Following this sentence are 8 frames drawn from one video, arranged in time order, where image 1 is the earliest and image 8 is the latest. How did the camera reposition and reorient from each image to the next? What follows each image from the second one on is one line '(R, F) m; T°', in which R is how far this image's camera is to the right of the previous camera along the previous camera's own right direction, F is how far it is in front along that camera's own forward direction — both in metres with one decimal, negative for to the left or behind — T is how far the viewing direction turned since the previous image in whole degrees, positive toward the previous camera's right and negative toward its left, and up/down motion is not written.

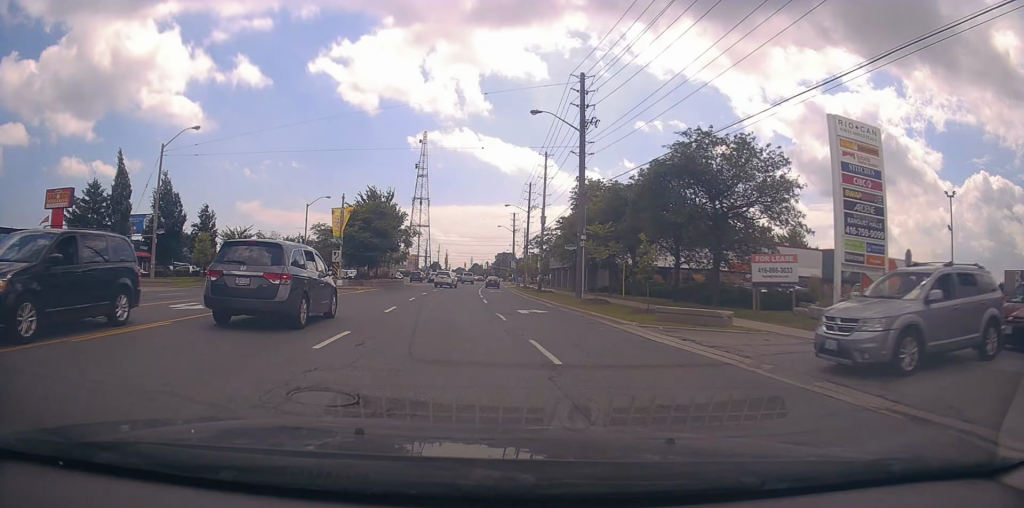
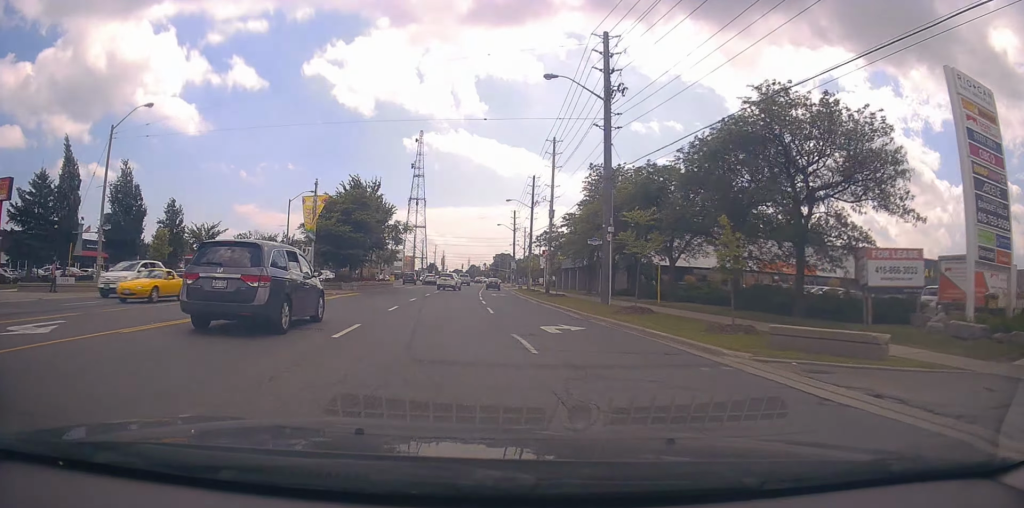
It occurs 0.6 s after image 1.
(-0.3, +7.3) m; 0°
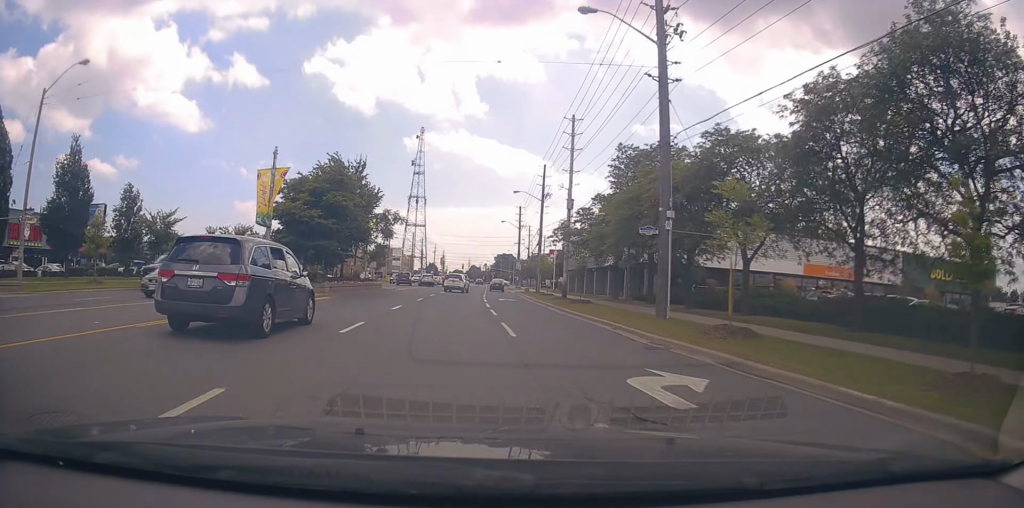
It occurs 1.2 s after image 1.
(+0.2, +8.2) m; +2°
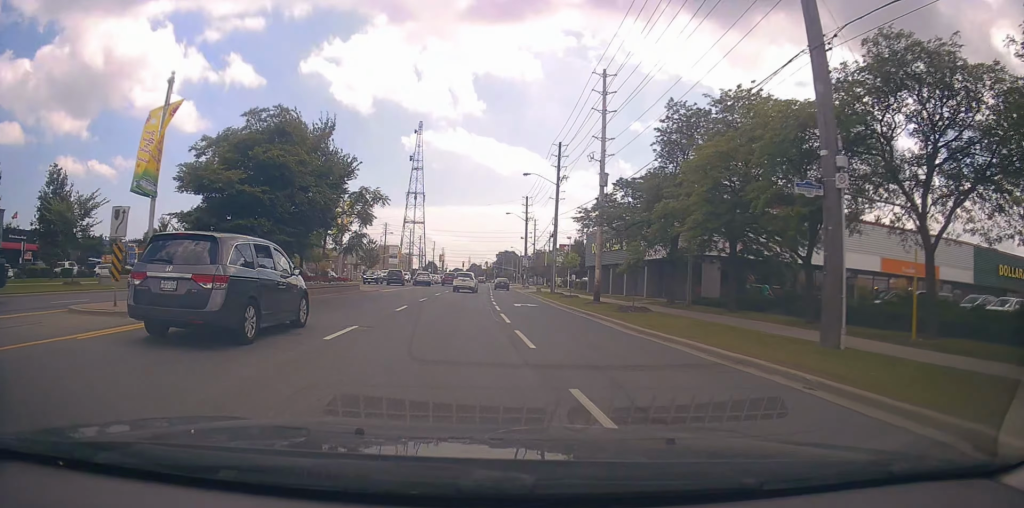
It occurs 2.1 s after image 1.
(+0.2, +10.4) m; +2°
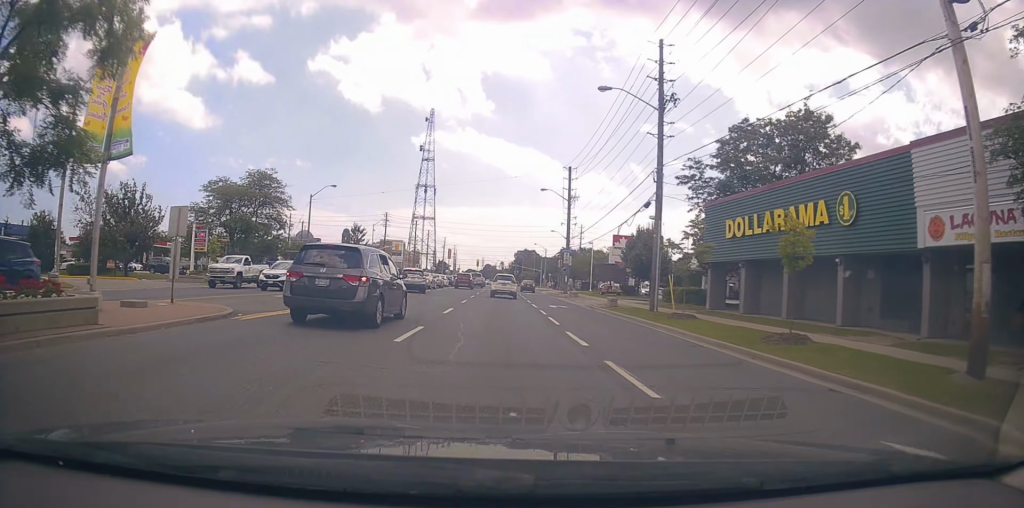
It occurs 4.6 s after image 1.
(-0.7, +27.9) m; -4°
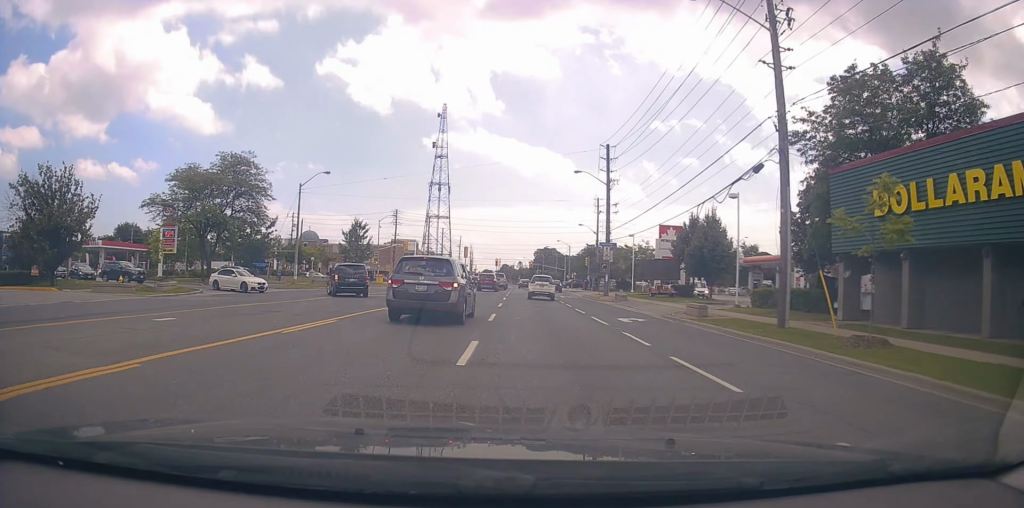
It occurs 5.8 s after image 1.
(+0.2, +11.4) m; +1°
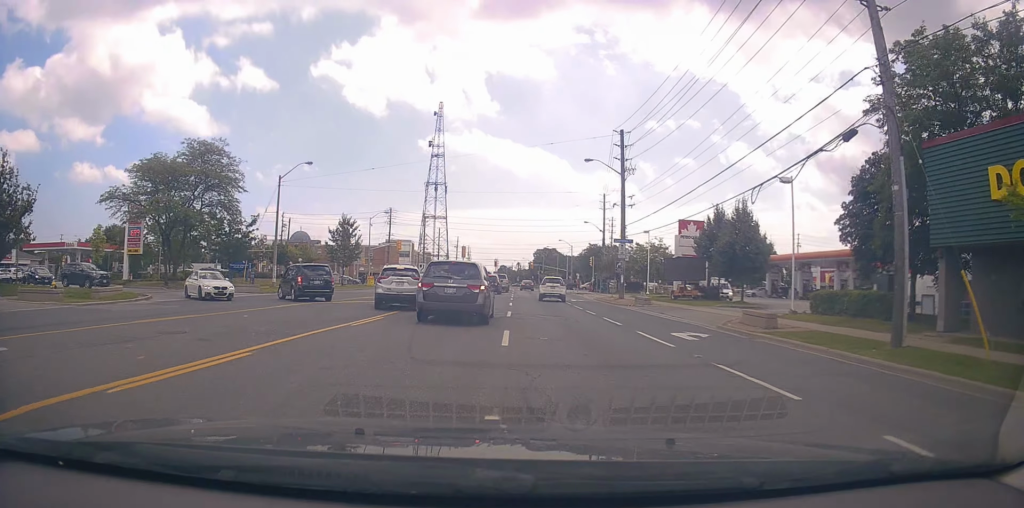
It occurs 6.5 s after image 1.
(+0.1, +6.3) m; -2°
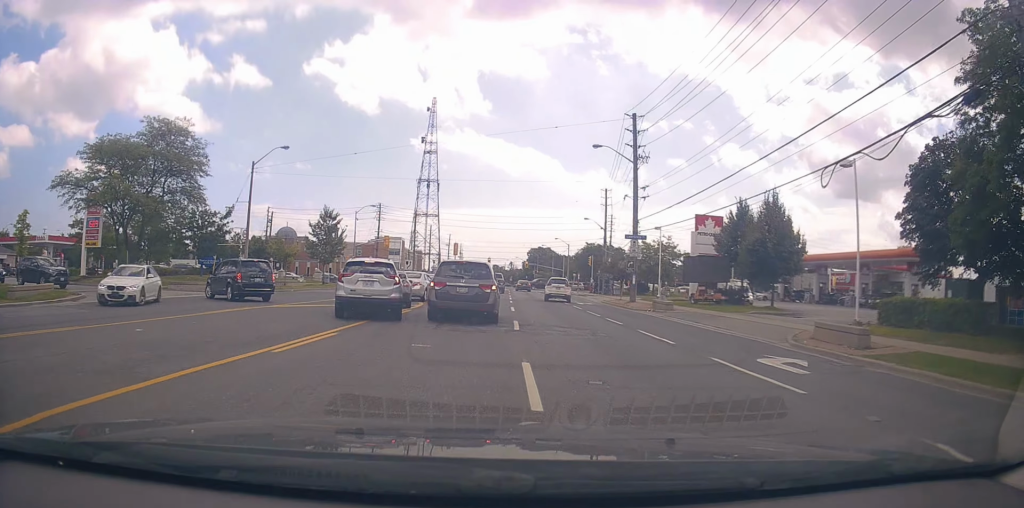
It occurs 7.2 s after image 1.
(-0.2, +5.7) m; -2°
